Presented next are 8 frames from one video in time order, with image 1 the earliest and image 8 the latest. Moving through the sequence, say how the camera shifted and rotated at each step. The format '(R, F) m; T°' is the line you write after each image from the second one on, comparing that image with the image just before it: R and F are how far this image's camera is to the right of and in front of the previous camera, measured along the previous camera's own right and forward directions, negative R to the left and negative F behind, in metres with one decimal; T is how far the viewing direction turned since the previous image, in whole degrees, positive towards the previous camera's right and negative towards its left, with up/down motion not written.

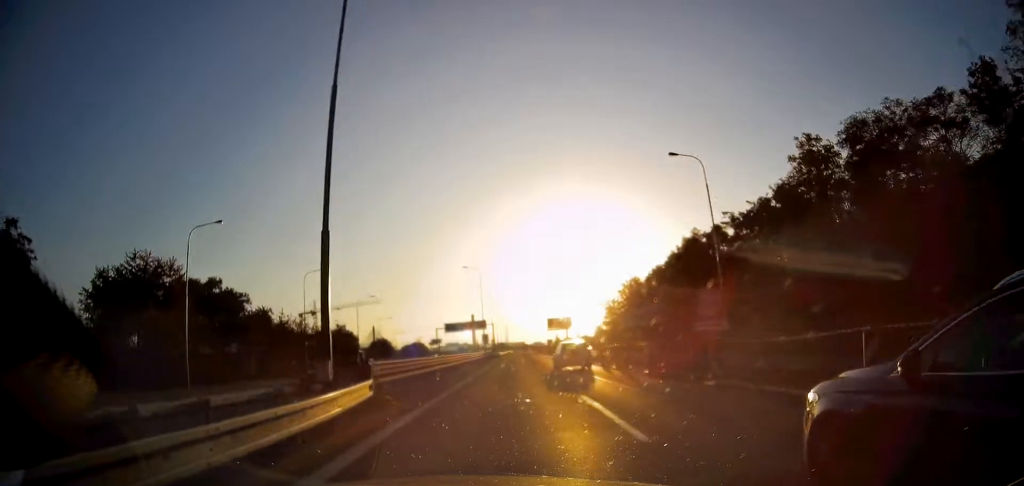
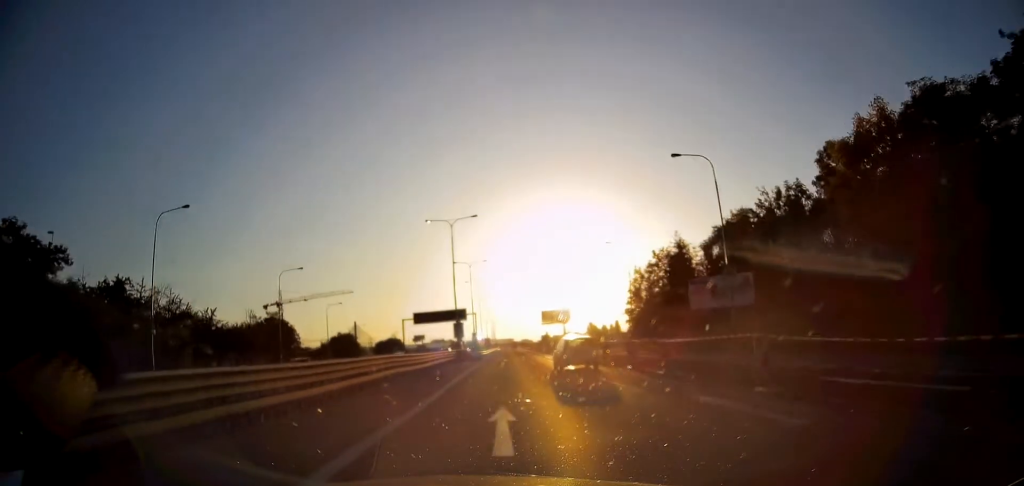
(+0.5, +27.5) m; +2°
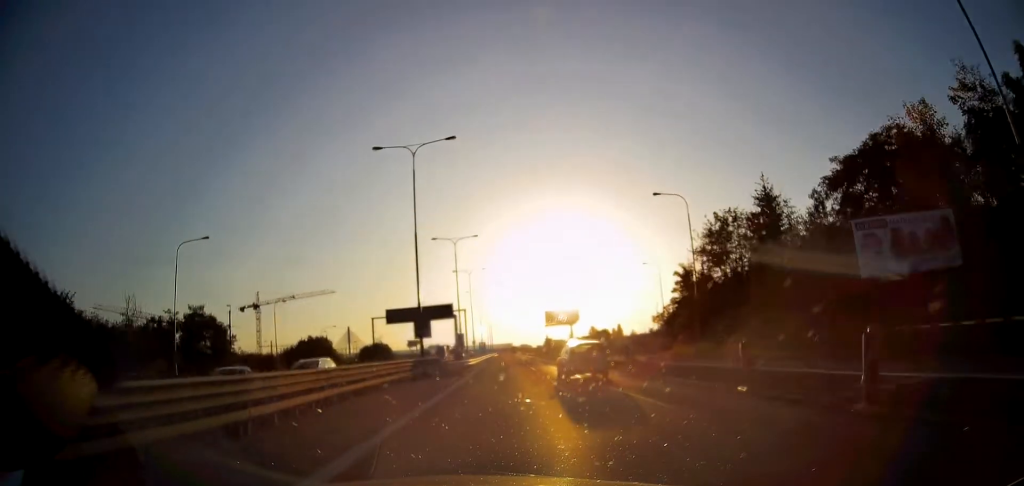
(+0.3, +20.9) m; +1°
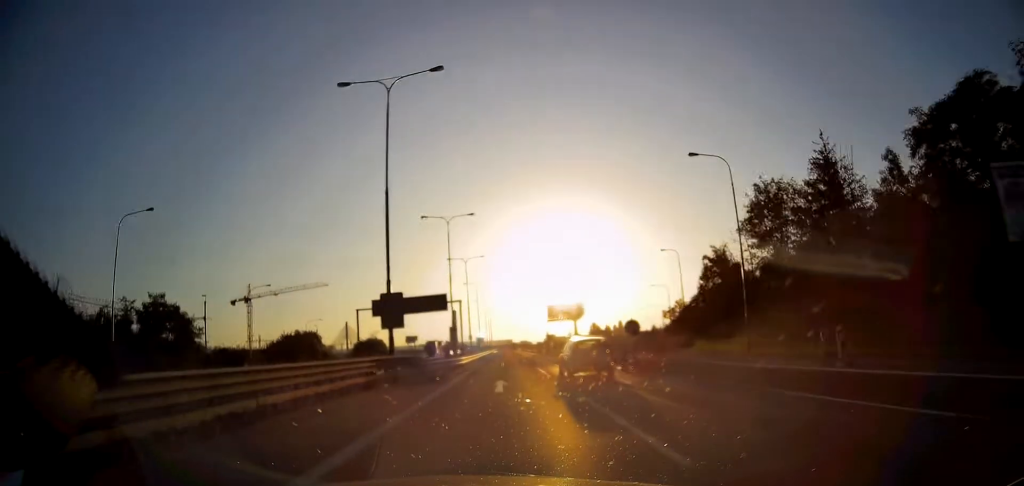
(+0.1, +7.9) m; 0°
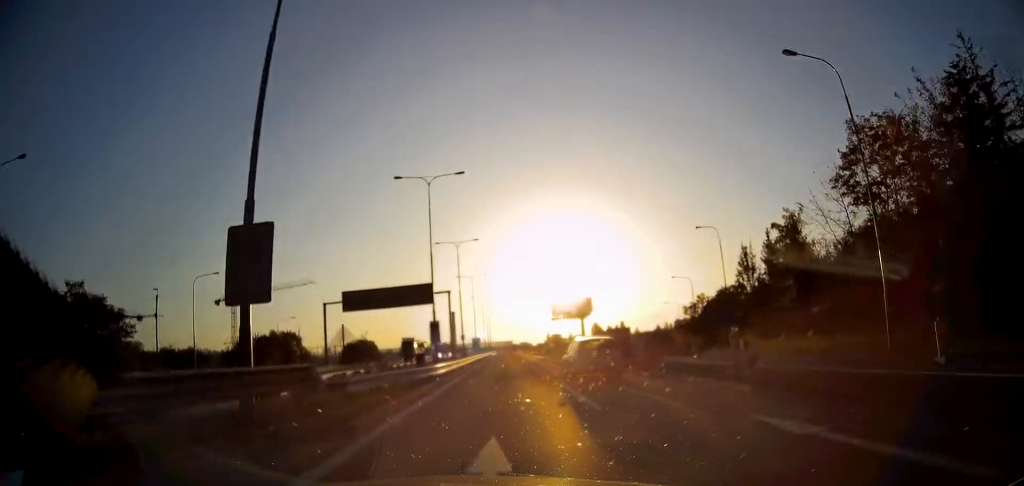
(-0.1, +12.6) m; 0°
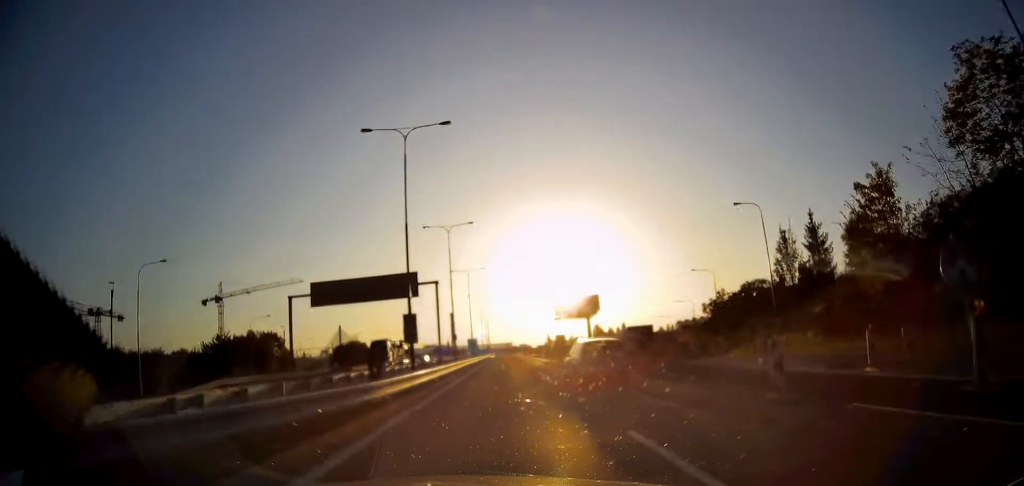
(0.0, +9.3) m; 0°
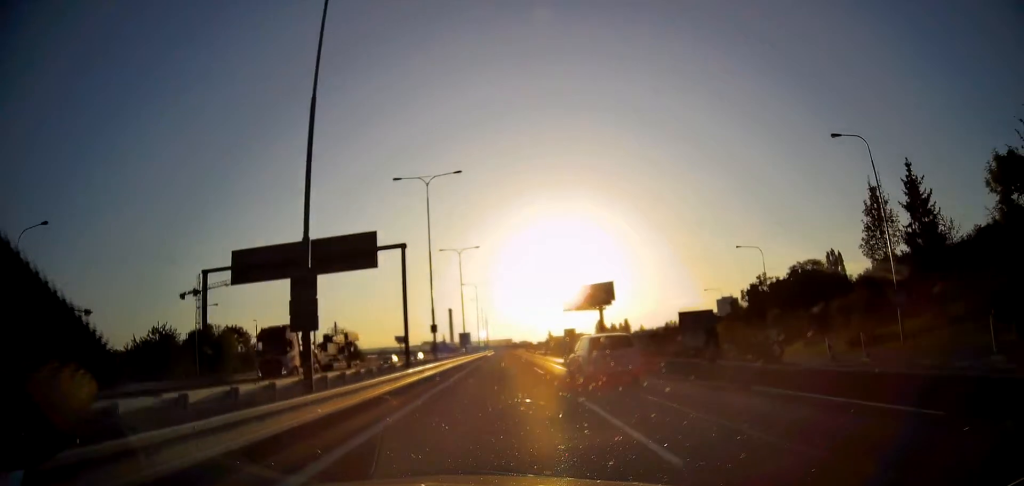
(-0.1, +14.7) m; 0°
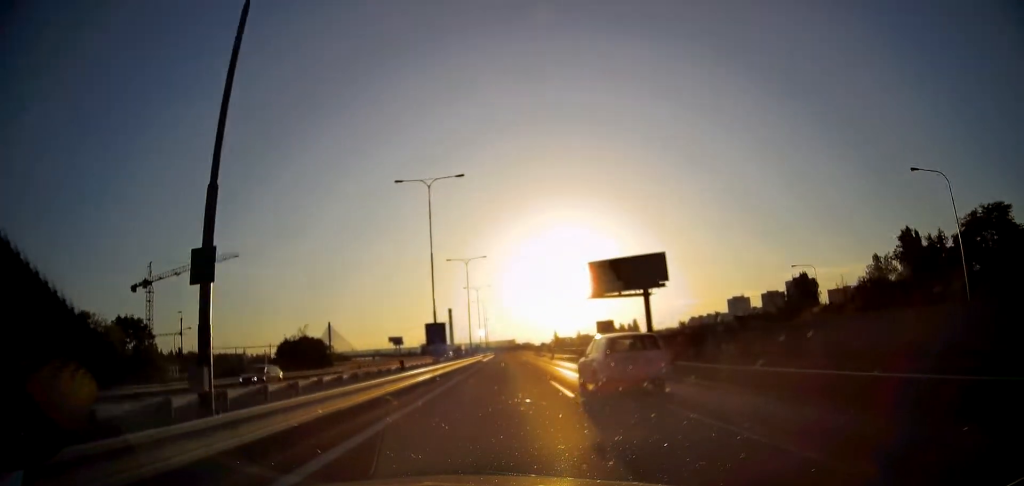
(0.0, +29.0) m; 0°
